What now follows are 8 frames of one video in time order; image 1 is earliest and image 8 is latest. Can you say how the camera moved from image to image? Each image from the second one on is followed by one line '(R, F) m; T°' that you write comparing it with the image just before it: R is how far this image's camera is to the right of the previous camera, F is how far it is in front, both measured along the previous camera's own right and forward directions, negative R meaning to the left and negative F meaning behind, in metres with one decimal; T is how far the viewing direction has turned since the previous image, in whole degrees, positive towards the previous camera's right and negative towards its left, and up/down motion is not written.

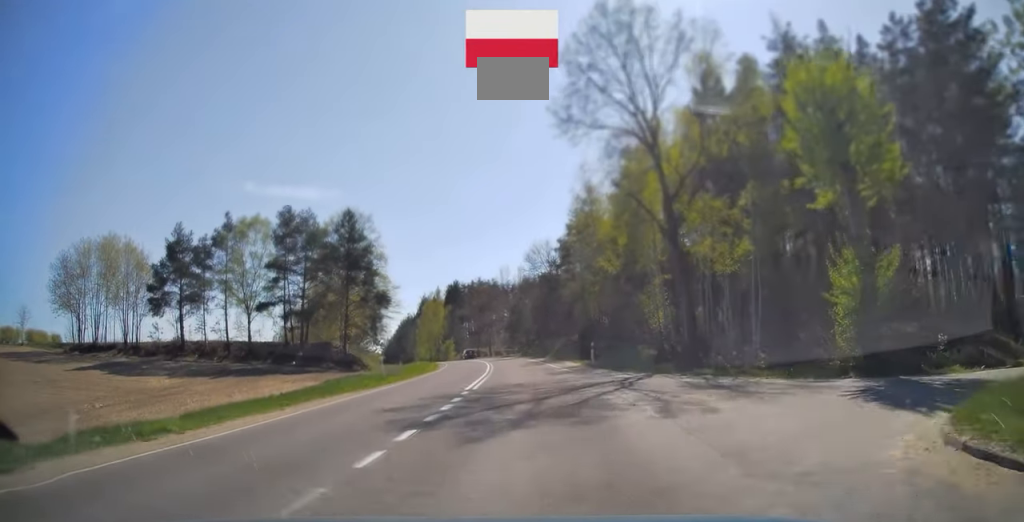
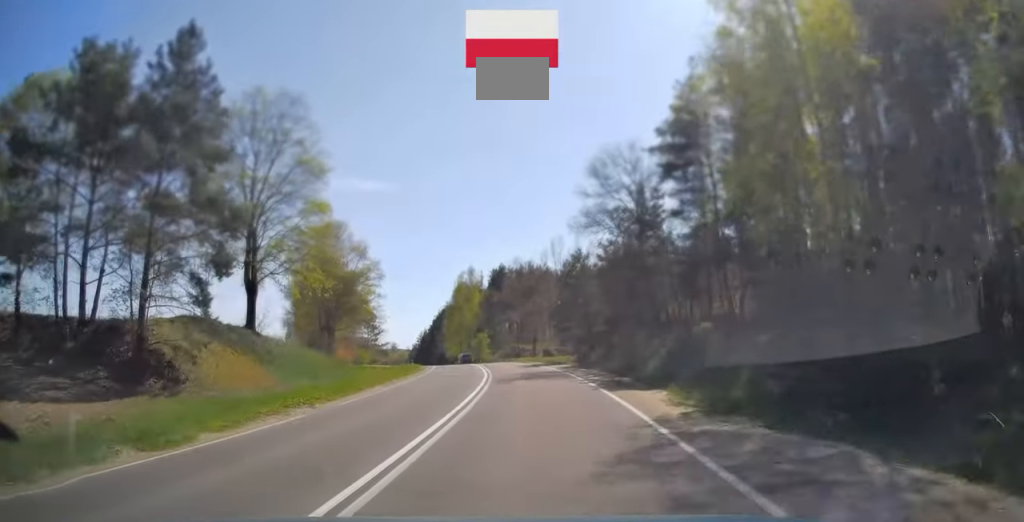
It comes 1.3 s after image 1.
(-1.2, +34.3) m; -5°
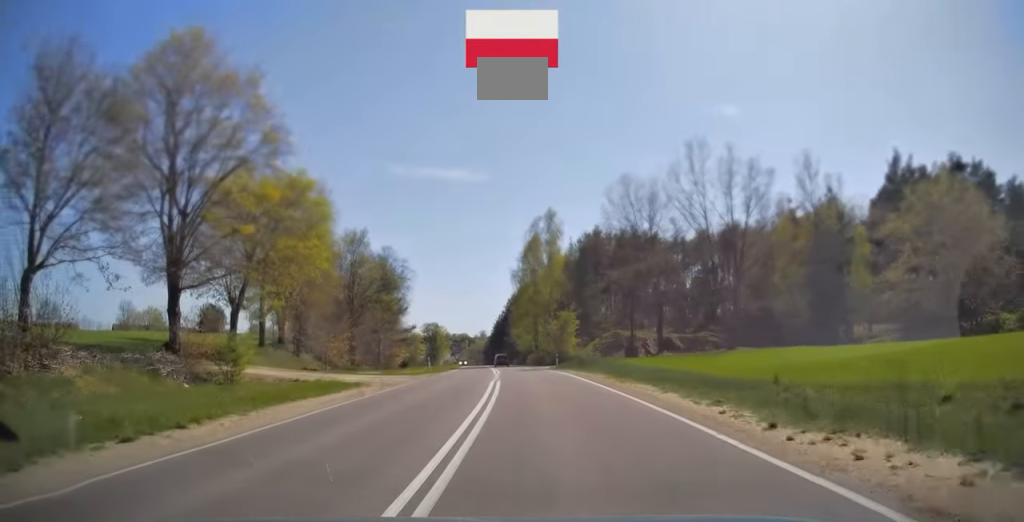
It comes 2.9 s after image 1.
(-3.1, +44.6) m; -8°
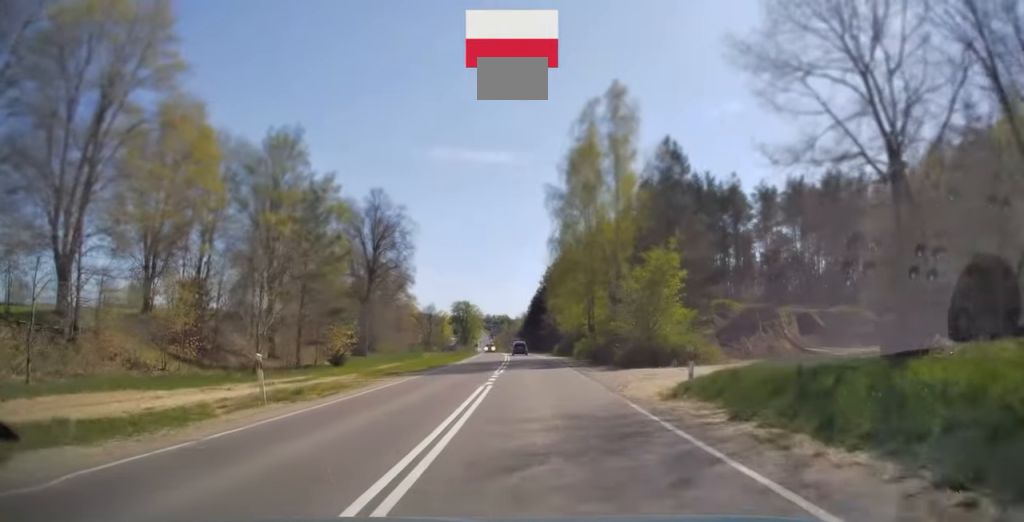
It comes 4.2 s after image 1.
(-1.5, +35.0) m; -4°
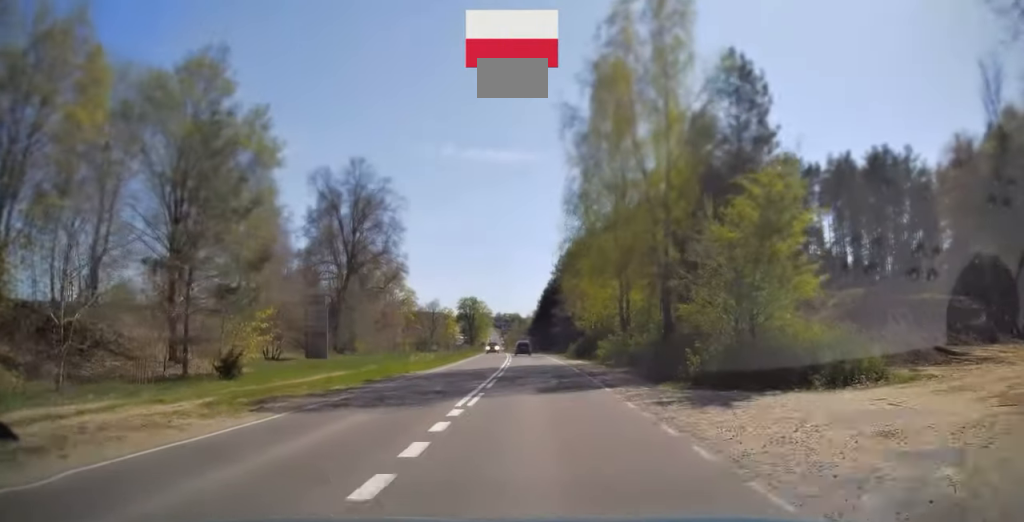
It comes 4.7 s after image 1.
(-0.2, +14.6) m; -1°
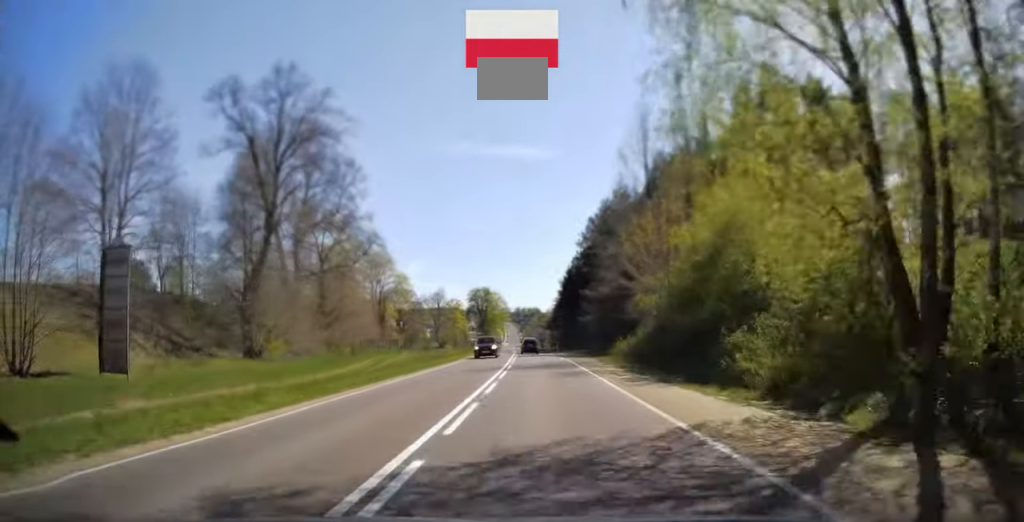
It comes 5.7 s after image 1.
(-0.3, +26.7) m; -2°
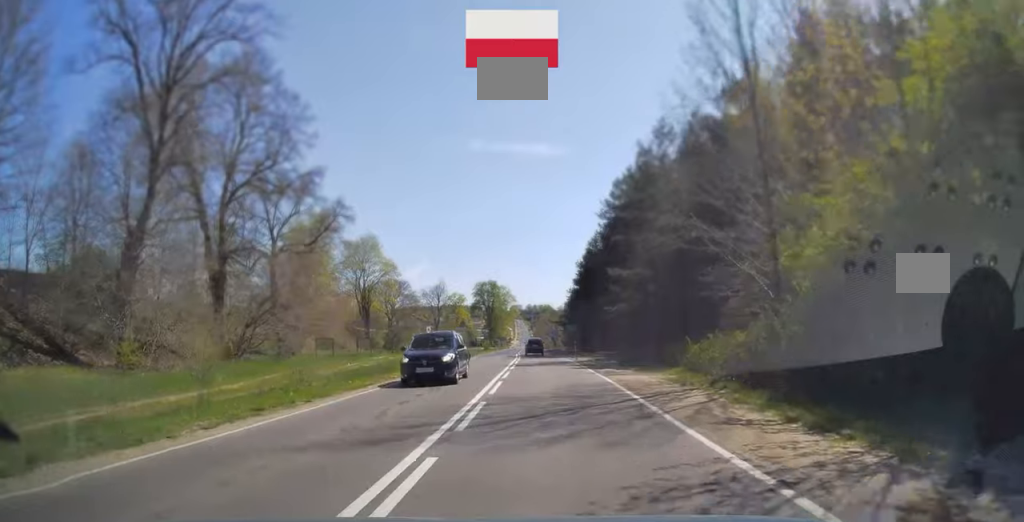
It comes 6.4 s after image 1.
(-0.3, +17.5) m; -1°
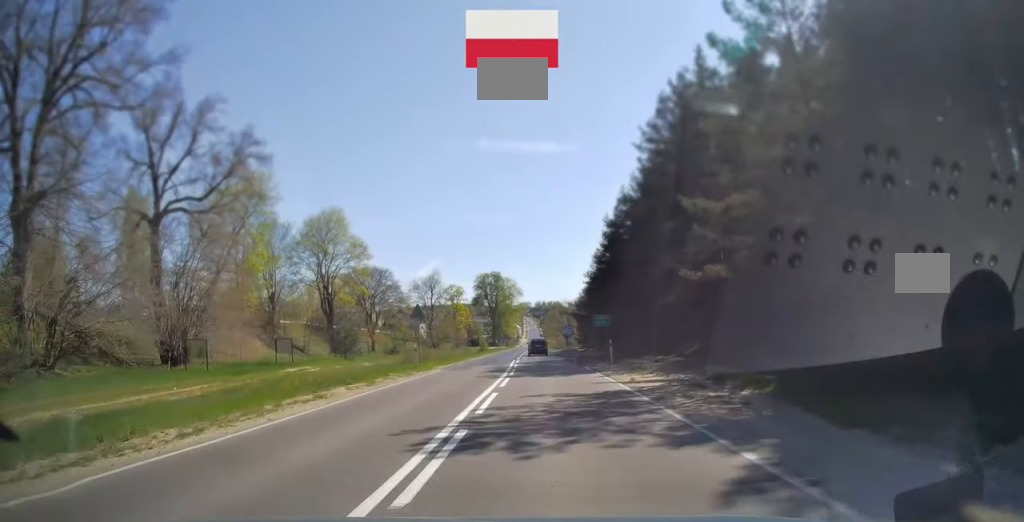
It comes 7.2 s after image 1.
(-0.2, +21.7) m; -1°
